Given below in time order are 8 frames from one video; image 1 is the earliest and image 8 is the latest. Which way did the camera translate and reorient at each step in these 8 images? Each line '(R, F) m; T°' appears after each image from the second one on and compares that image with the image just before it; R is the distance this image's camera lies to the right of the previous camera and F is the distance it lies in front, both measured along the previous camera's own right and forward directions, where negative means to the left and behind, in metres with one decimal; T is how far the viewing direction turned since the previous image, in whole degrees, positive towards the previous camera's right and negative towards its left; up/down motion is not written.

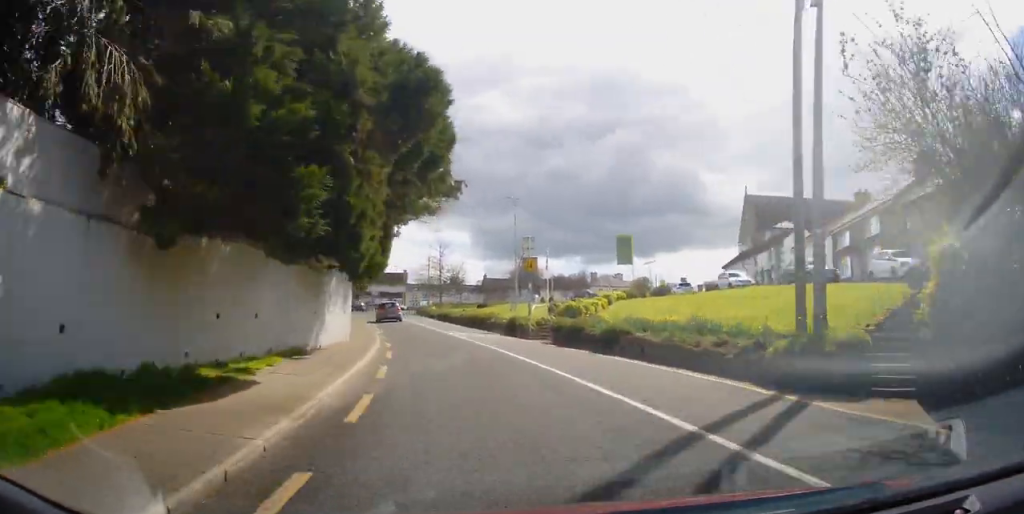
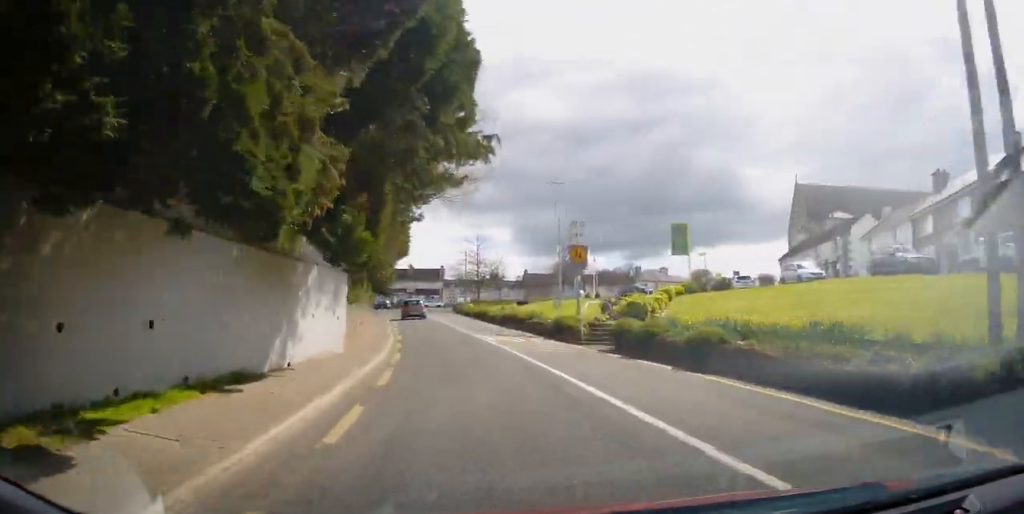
(-0.2, +4.9) m; -5°
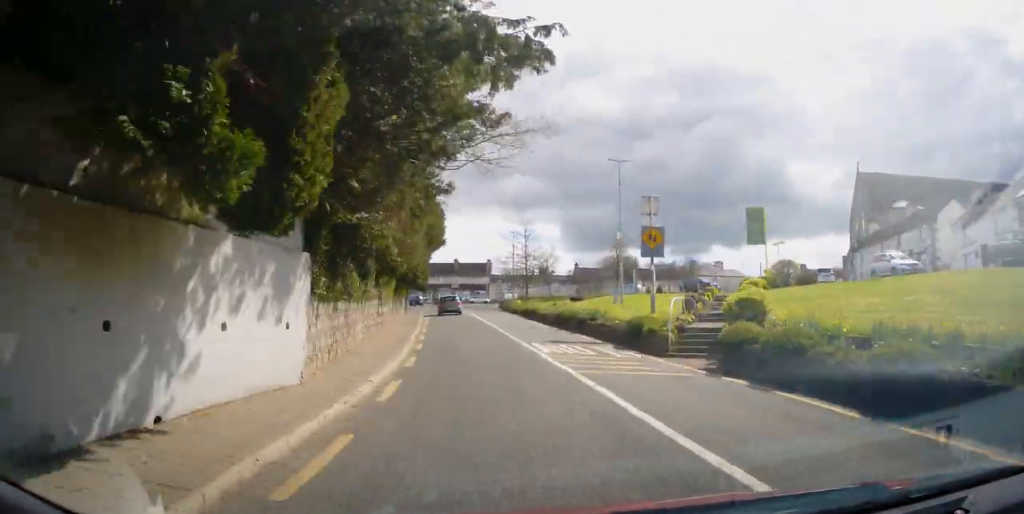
(-0.4, +5.8) m; -4°
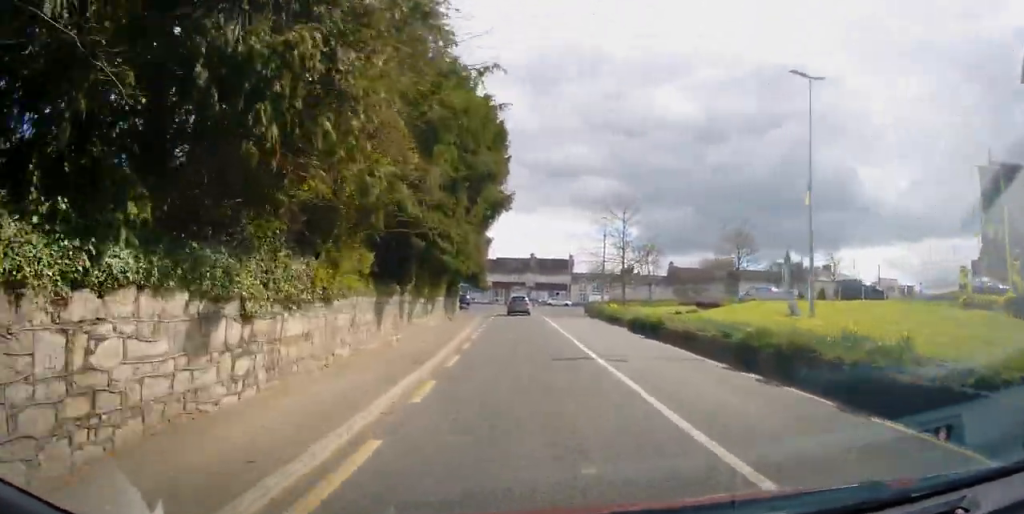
(-1.2, +16.4) m; -7°
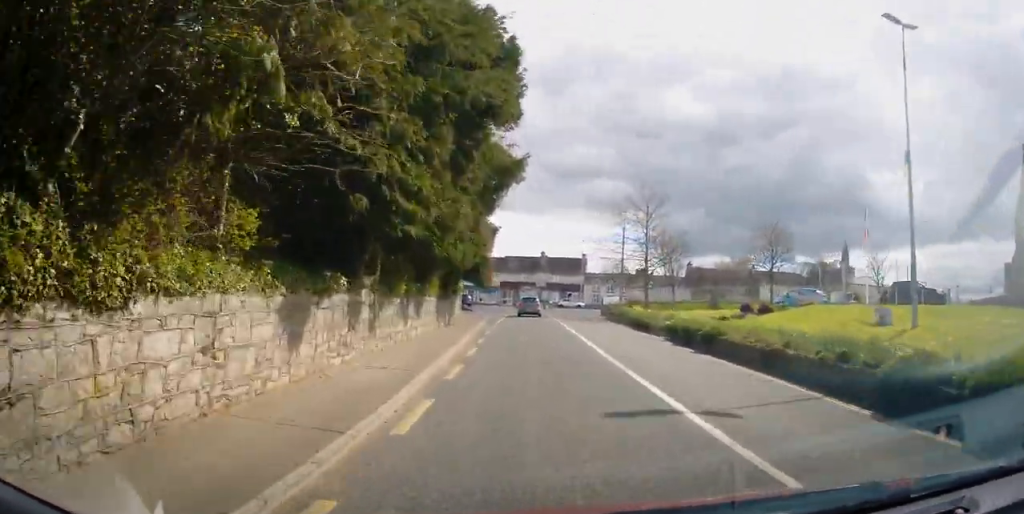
(-0.1, +5.8) m; -2°
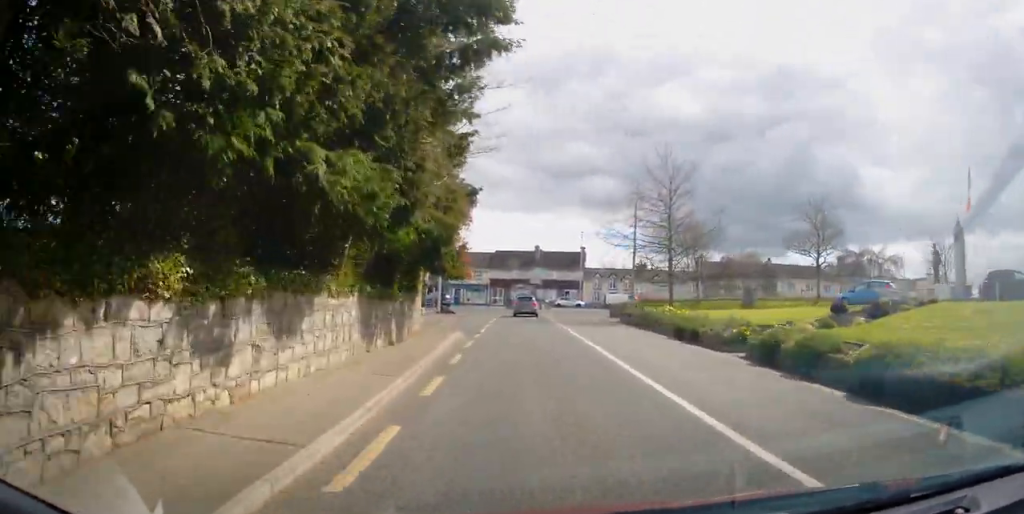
(-0.2, +9.7) m; -2°
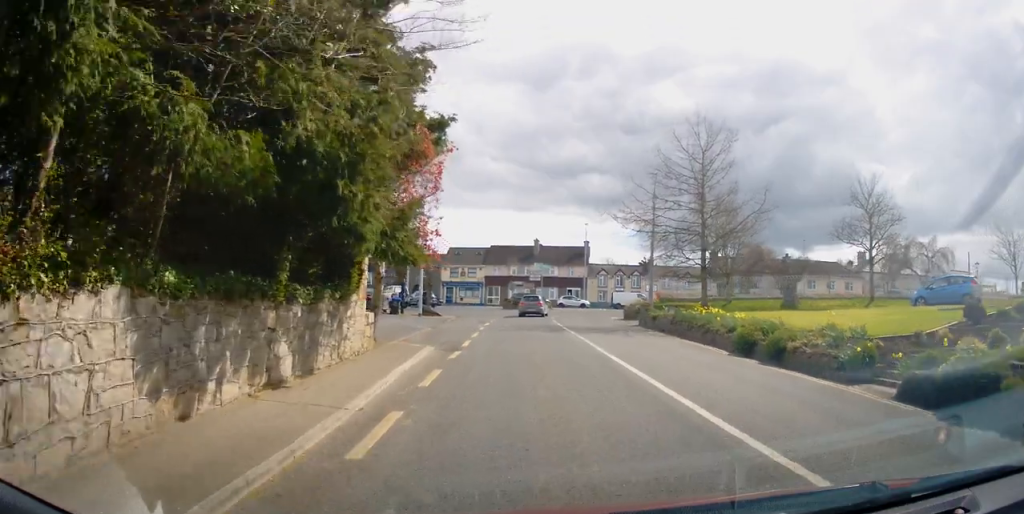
(-0.1, +7.4) m; -1°
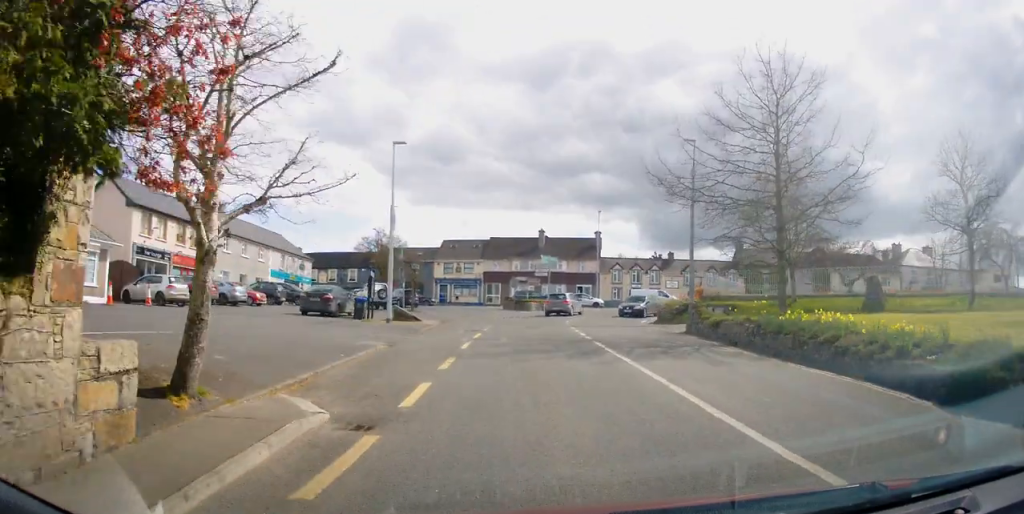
(0.0, +9.2) m; +1°
